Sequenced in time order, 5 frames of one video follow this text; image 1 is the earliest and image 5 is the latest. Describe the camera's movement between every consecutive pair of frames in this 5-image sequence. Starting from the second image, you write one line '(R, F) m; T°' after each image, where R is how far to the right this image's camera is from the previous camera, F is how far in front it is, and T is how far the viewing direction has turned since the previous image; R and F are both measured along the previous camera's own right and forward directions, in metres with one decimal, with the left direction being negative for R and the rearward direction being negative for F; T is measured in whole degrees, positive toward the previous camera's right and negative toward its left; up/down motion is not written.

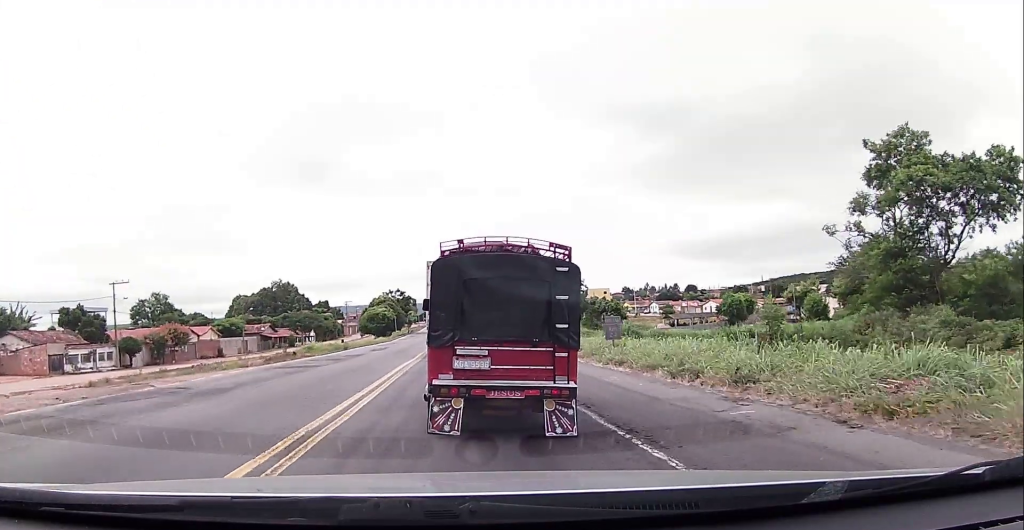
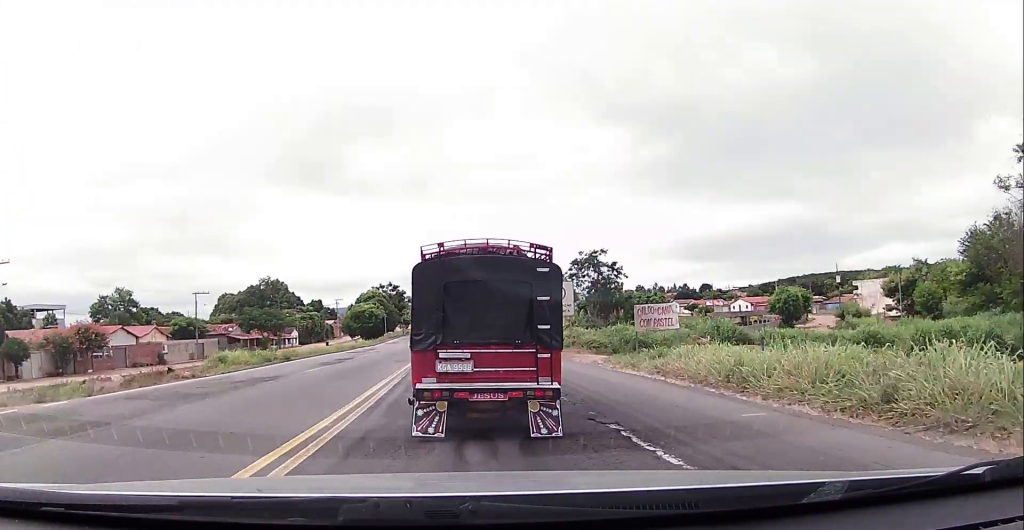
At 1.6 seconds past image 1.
(0.0, +20.2) m; -1°
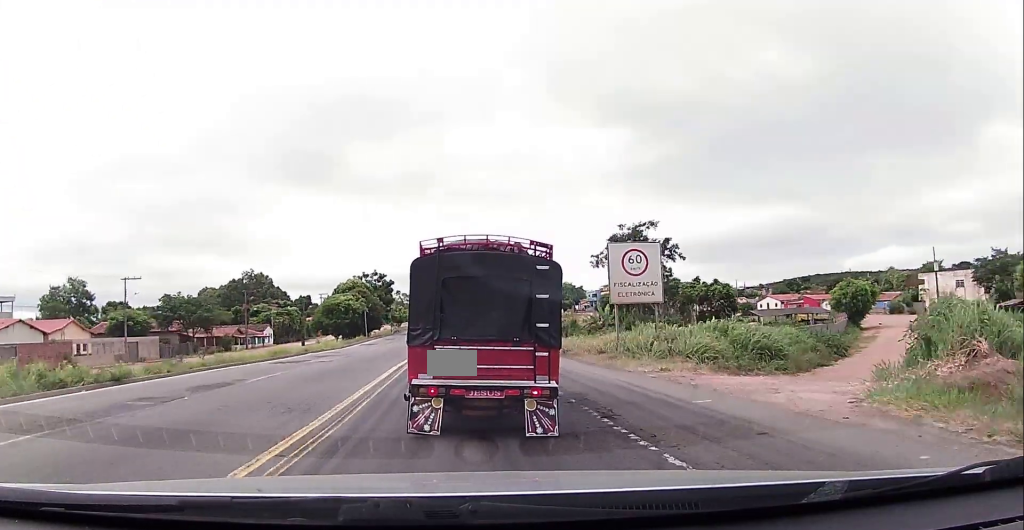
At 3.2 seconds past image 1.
(-0.6, +19.0) m; -2°
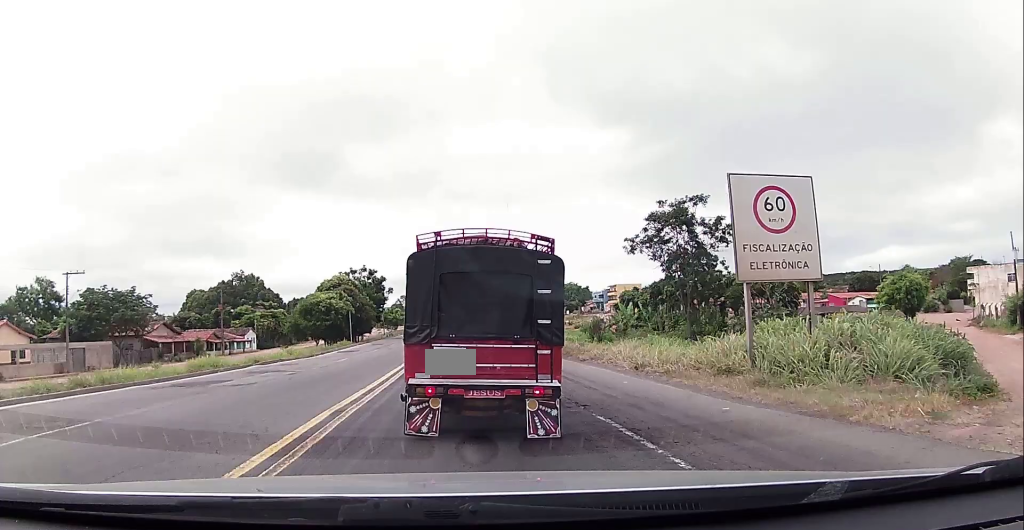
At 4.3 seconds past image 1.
(+0.2, +11.6) m; +2°
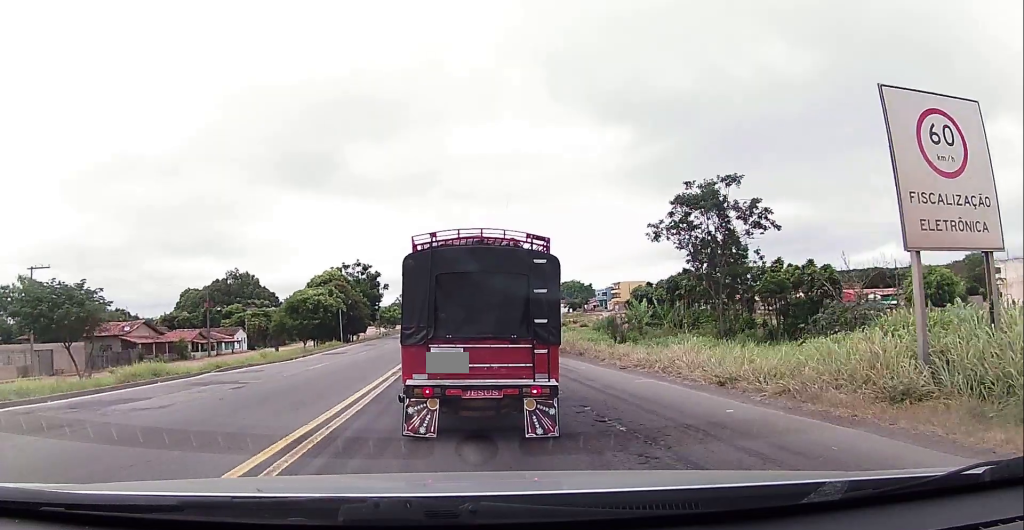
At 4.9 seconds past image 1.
(+0.1, +5.9) m; +2°
